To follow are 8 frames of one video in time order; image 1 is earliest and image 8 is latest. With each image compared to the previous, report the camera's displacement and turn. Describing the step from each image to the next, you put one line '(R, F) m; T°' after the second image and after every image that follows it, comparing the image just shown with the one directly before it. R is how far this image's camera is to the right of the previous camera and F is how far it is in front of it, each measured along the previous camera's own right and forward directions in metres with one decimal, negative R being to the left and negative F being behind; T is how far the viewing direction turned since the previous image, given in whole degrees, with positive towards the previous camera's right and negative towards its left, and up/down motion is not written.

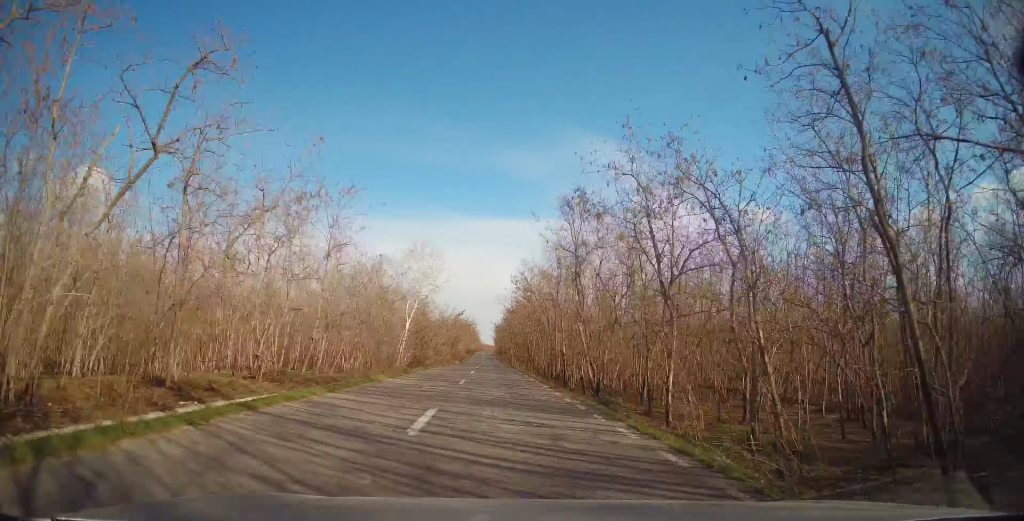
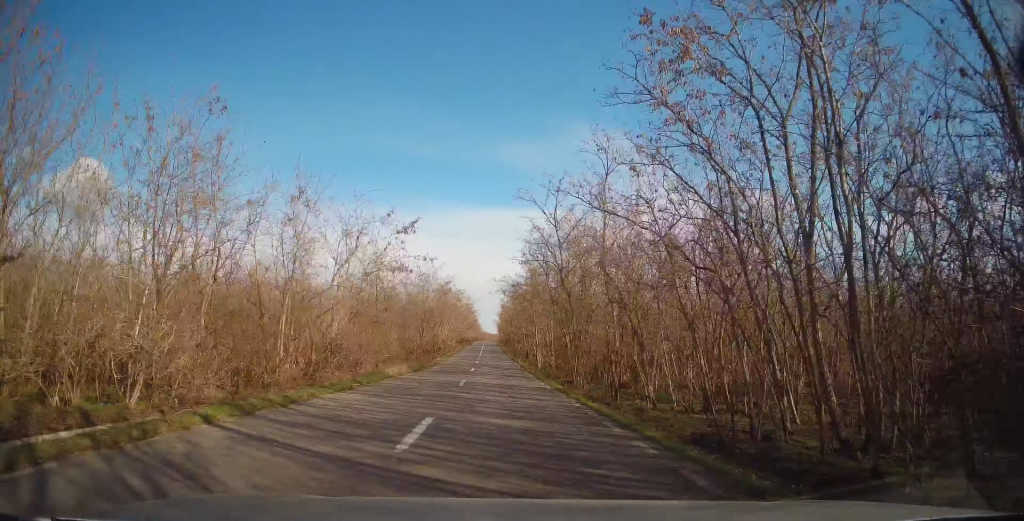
(+1.0, +49.2) m; +1°
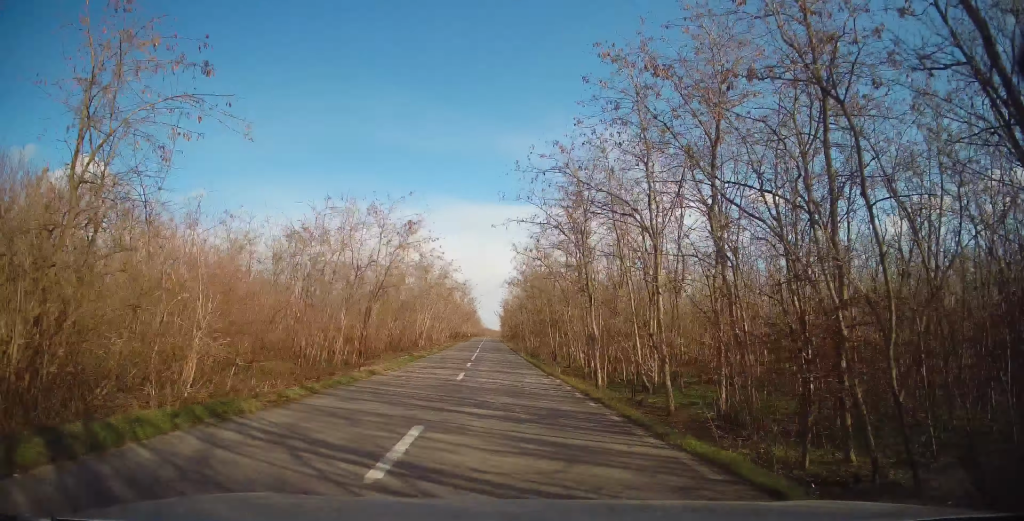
(0.0, +25.3) m; 0°
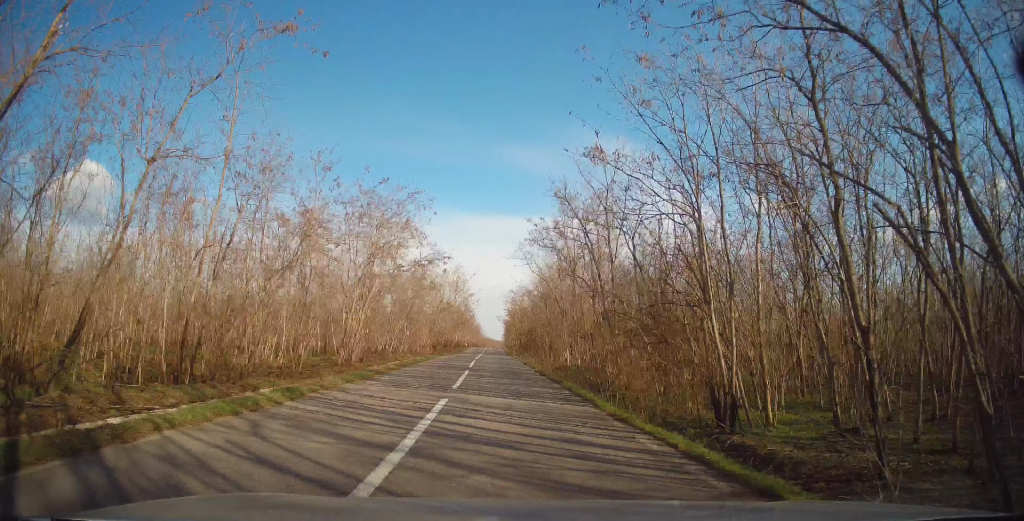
(-0.1, +28.0) m; 0°
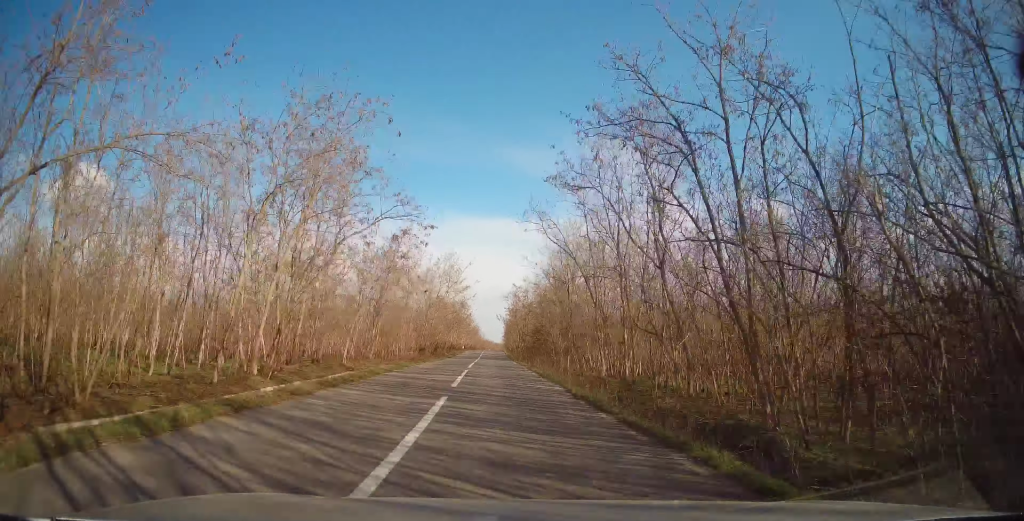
(0.0, +11.7) m; 0°
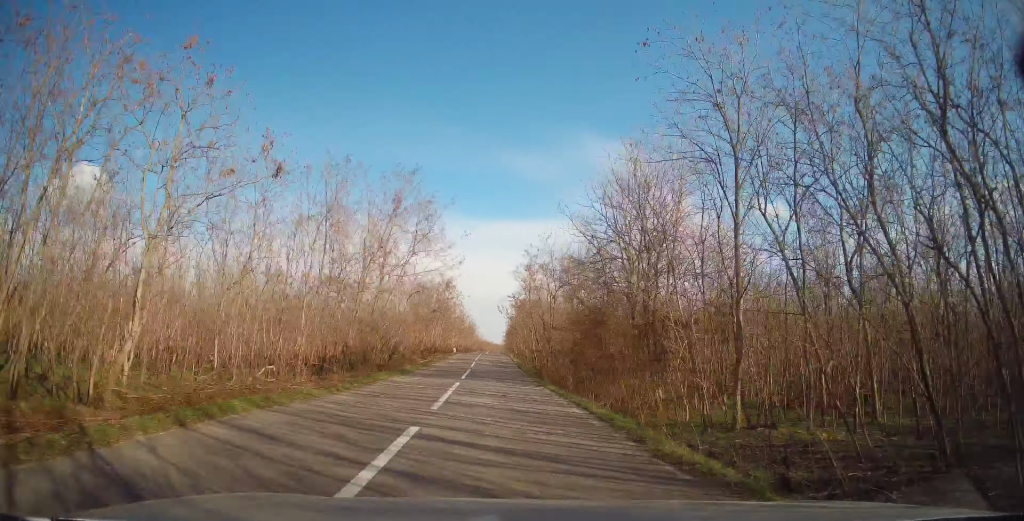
(+0.1, +27.7) m; 0°
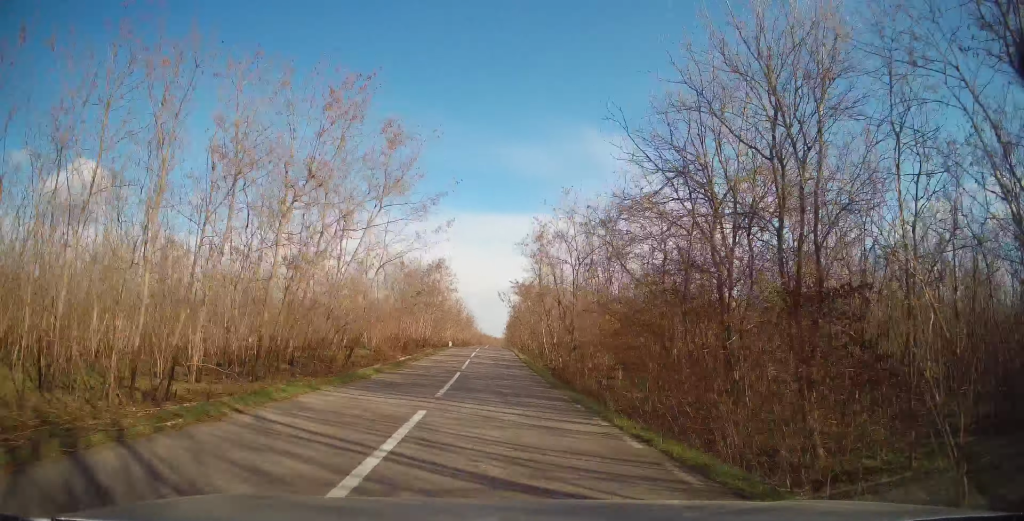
(0.0, +10.9) m; 0°
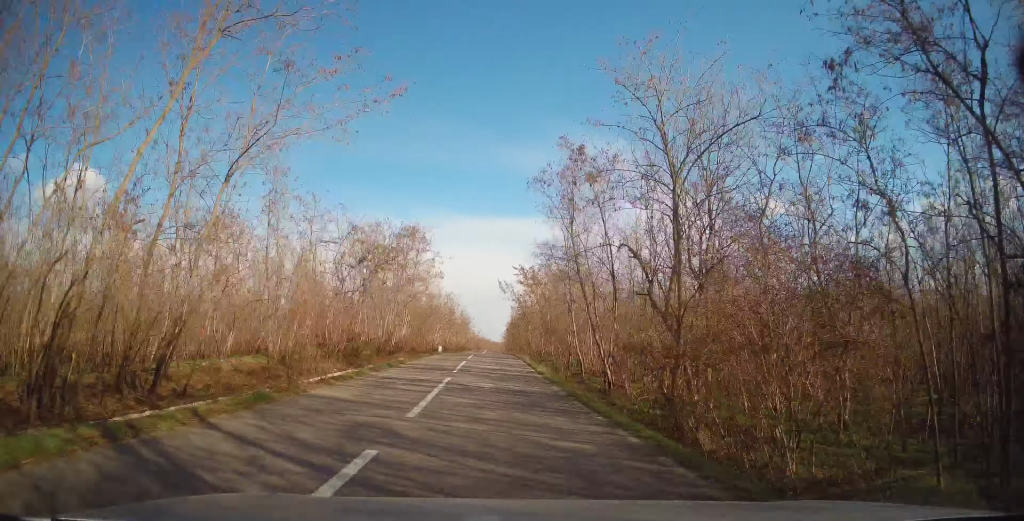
(0.0, +15.1) m; 0°
